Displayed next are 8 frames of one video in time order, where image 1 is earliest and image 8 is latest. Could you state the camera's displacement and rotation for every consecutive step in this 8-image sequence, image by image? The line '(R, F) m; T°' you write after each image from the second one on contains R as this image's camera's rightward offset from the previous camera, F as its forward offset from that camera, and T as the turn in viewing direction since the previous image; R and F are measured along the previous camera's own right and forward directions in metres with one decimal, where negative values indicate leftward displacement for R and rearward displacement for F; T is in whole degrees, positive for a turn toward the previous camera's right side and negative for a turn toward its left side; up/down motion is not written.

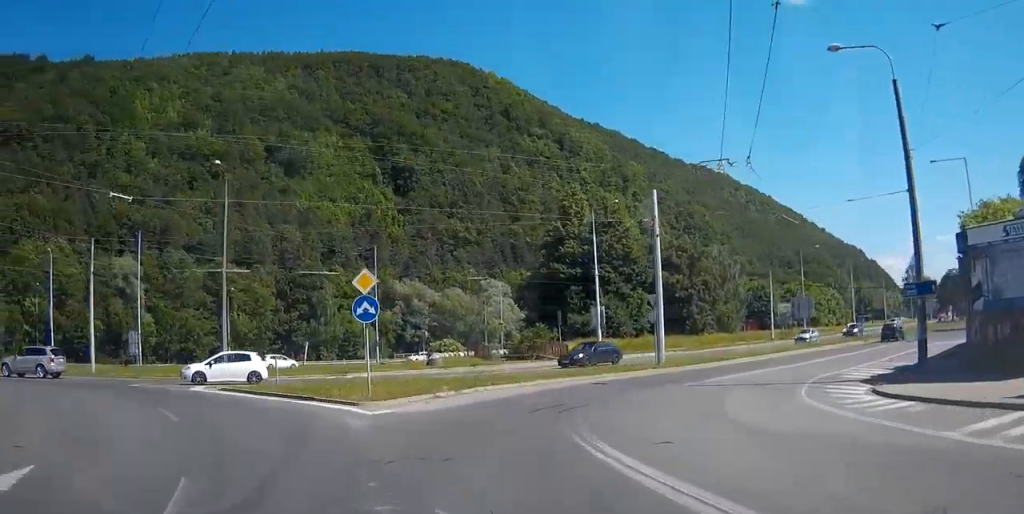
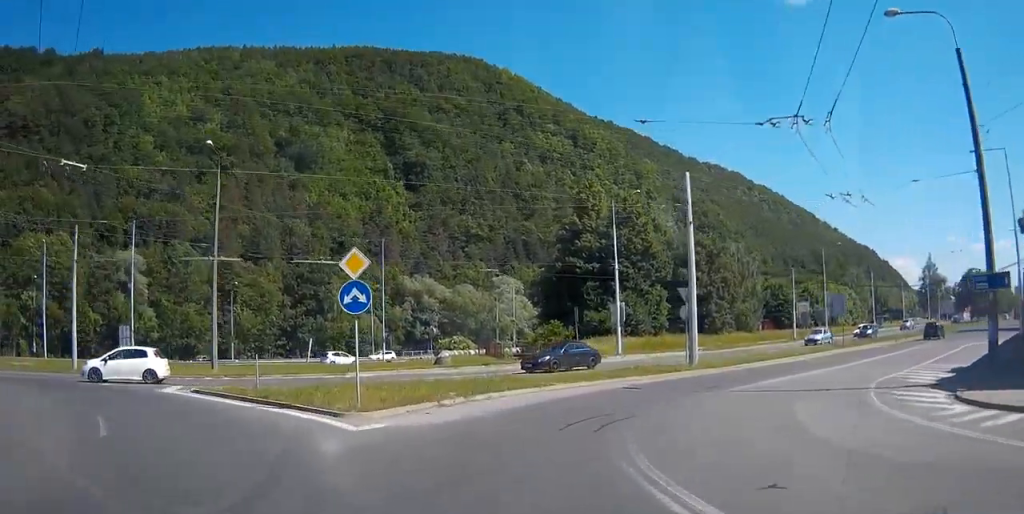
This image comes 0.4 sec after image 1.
(-0.1, +4.4) m; -1°
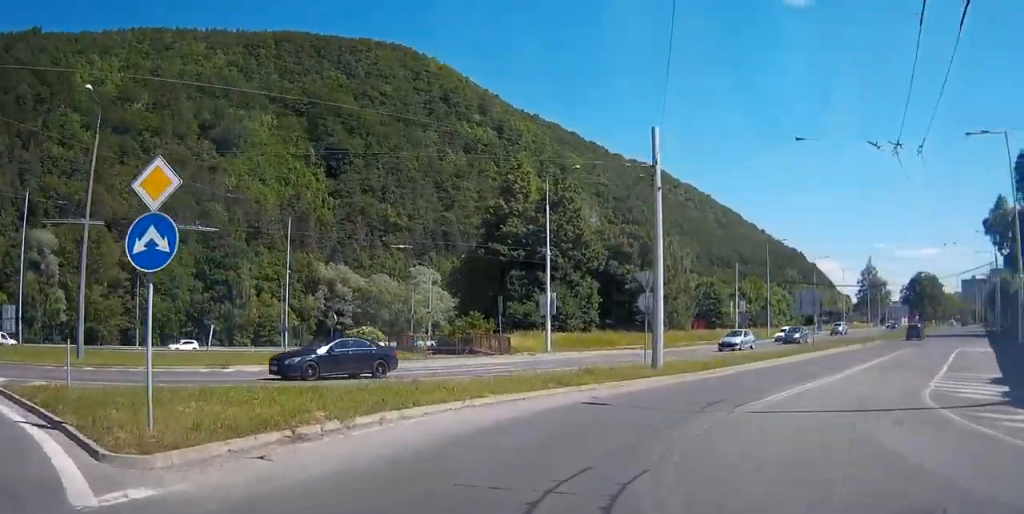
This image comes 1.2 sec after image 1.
(-0.2, +8.2) m; +4°
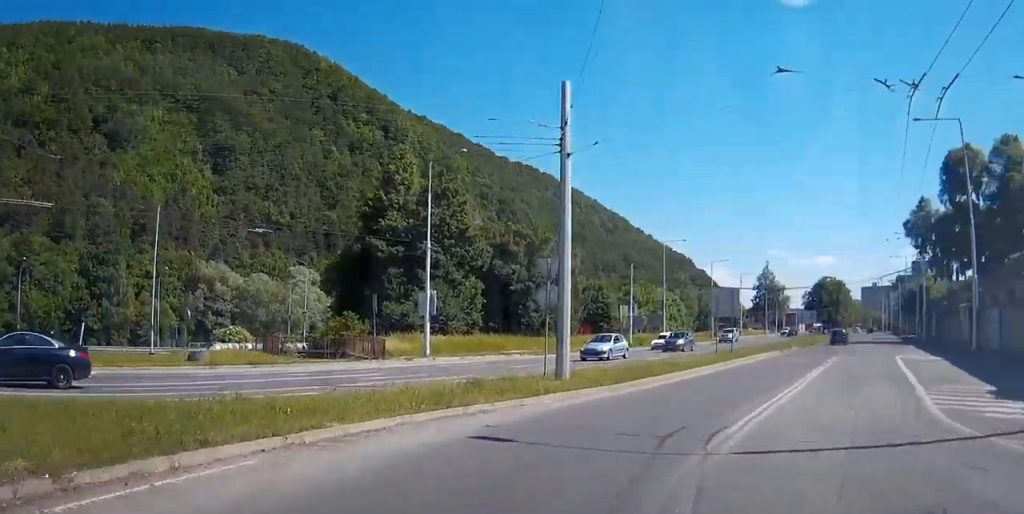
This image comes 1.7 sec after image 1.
(-0.6, +5.6) m; +6°
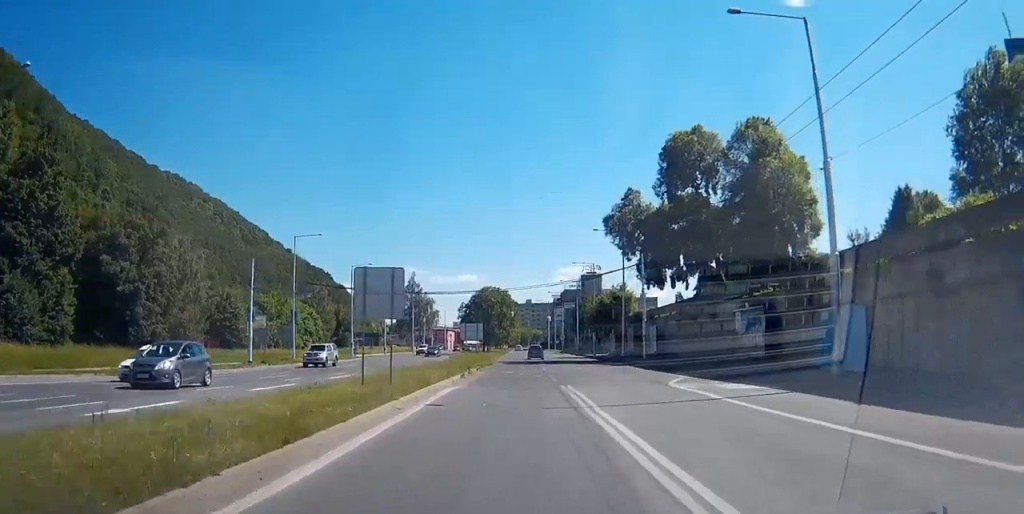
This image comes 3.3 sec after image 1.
(+4.9, +17.1) m; +23°
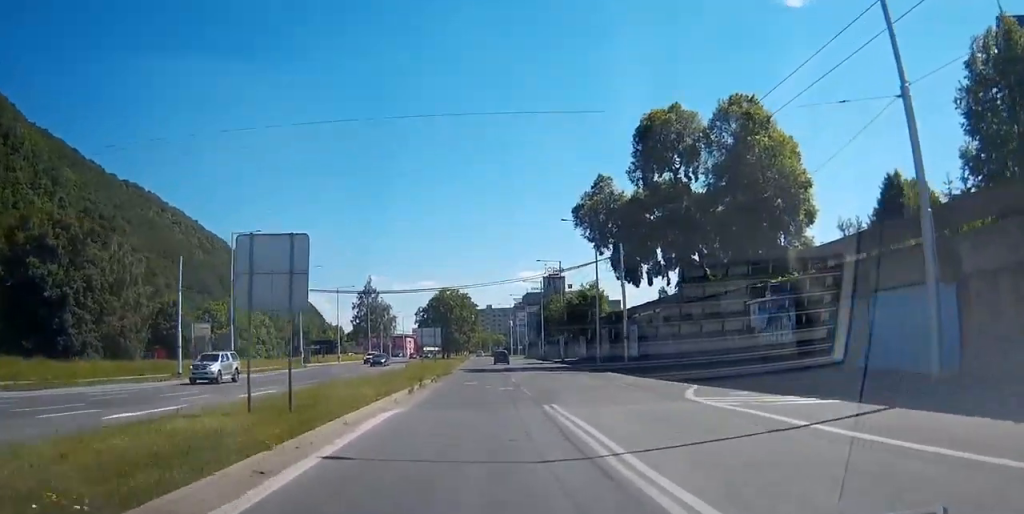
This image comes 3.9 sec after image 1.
(+0.4, +8.0) m; +5°
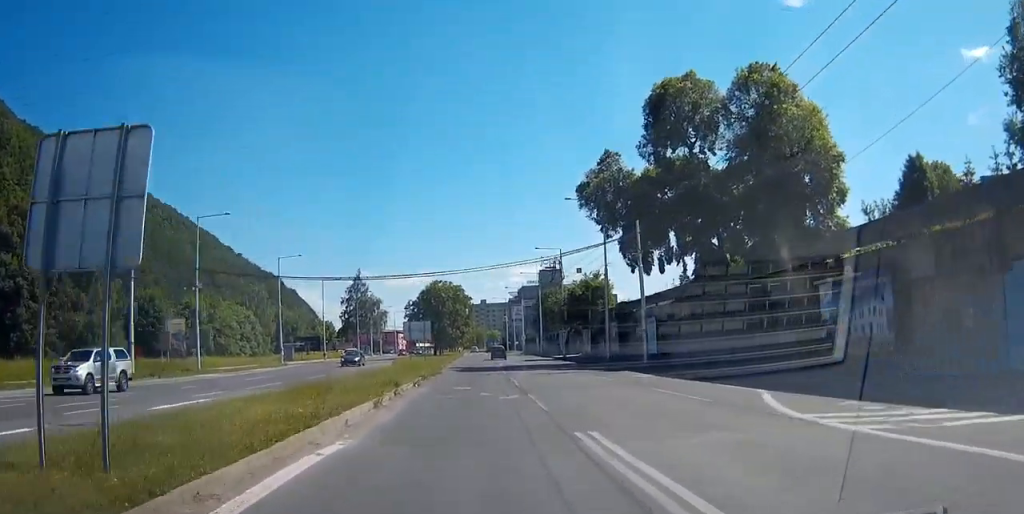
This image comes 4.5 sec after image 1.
(+0.3, +7.6) m; +2°
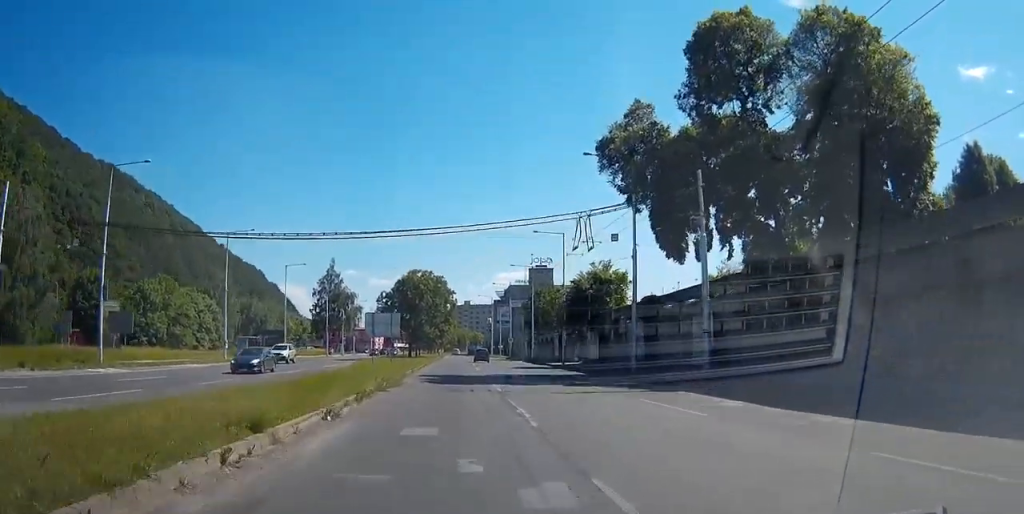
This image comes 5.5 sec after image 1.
(+0.3, +14.9) m; 0°
